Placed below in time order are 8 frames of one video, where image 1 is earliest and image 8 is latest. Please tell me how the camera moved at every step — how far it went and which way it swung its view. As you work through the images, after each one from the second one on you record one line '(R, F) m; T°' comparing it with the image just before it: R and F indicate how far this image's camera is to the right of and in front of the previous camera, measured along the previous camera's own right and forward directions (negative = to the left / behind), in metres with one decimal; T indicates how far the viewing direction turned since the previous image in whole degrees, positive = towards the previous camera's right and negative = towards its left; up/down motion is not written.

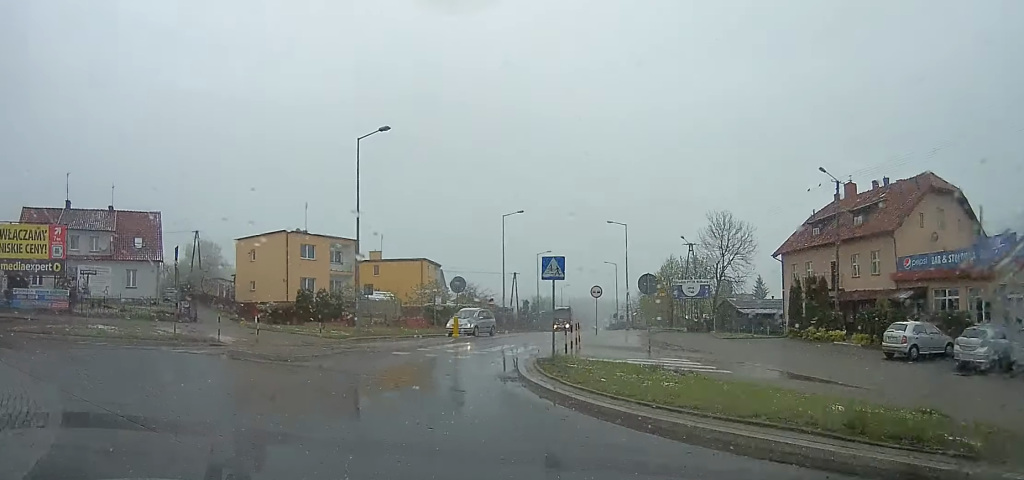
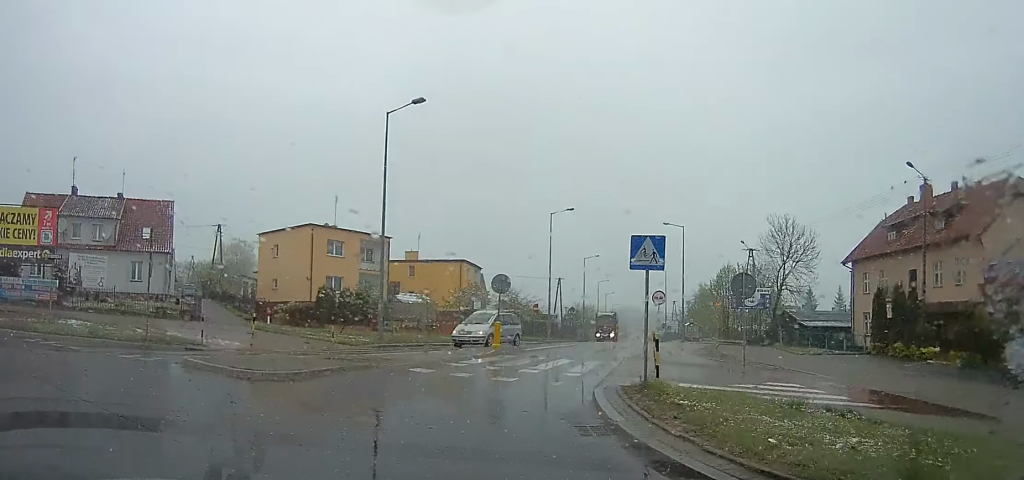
(-0.8, +4.1) m; -10°
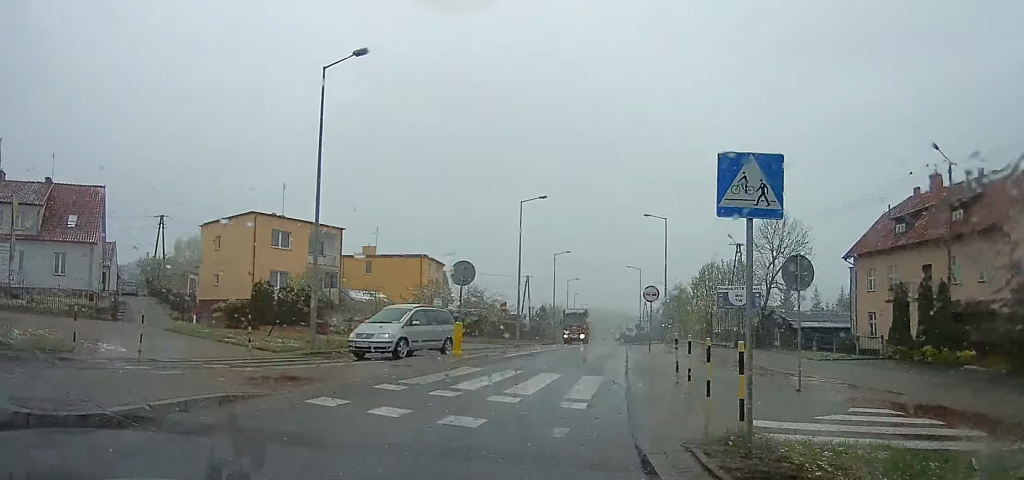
(0.0, +4.7) m; 0°
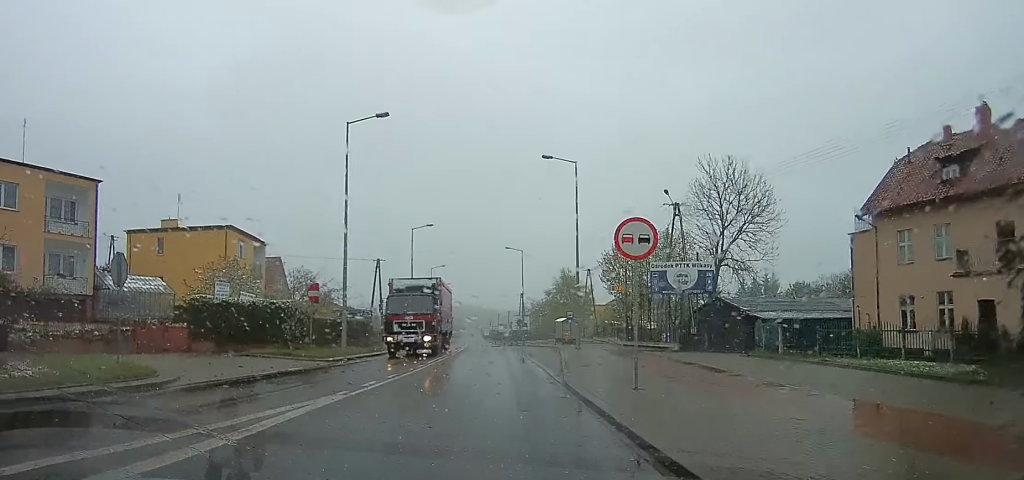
(+0.1, +15.4) m; +2°
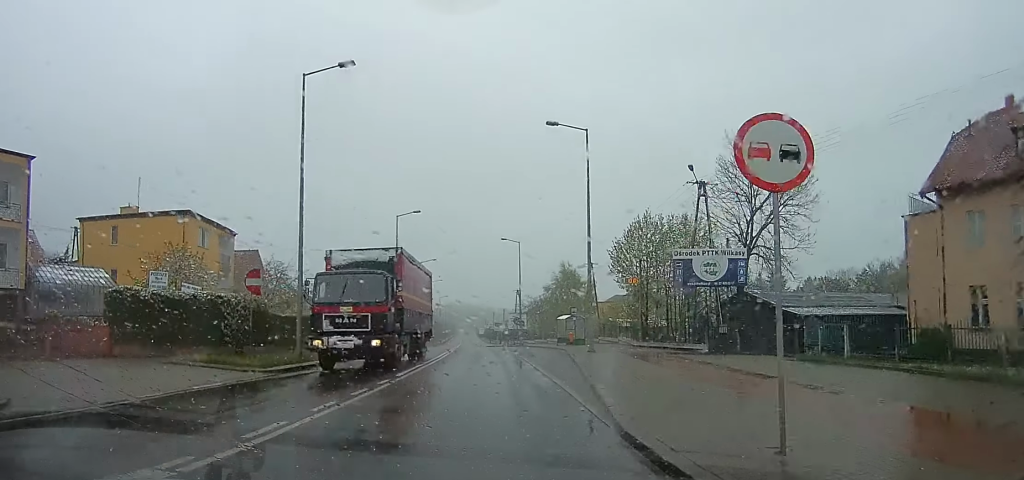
(+0.1, +5.3) m; +2°
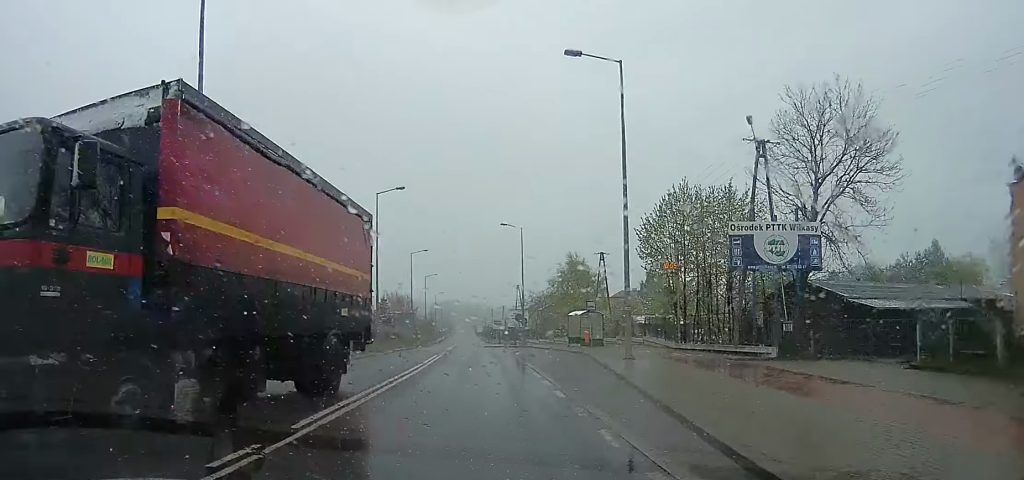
(-0.1, +7.0) m; +3°
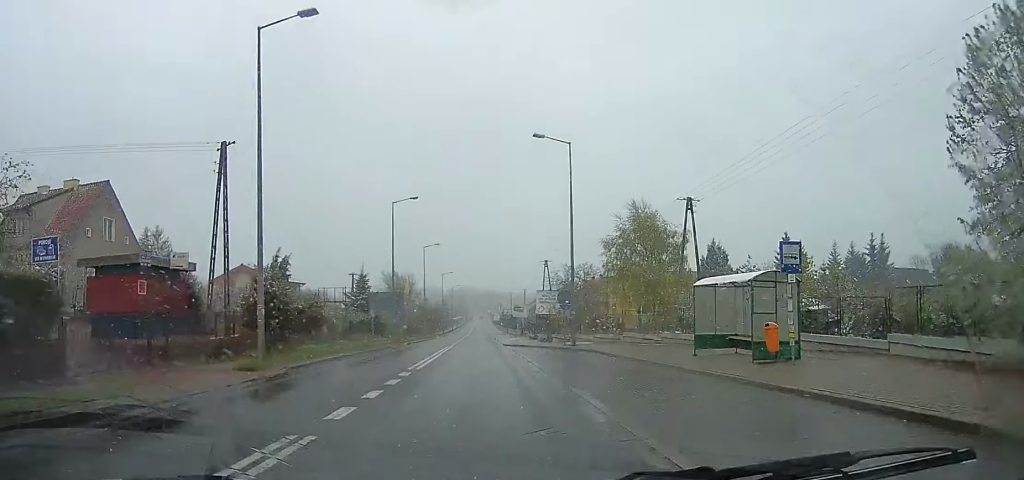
(+1.0, +21.1) m; 0°
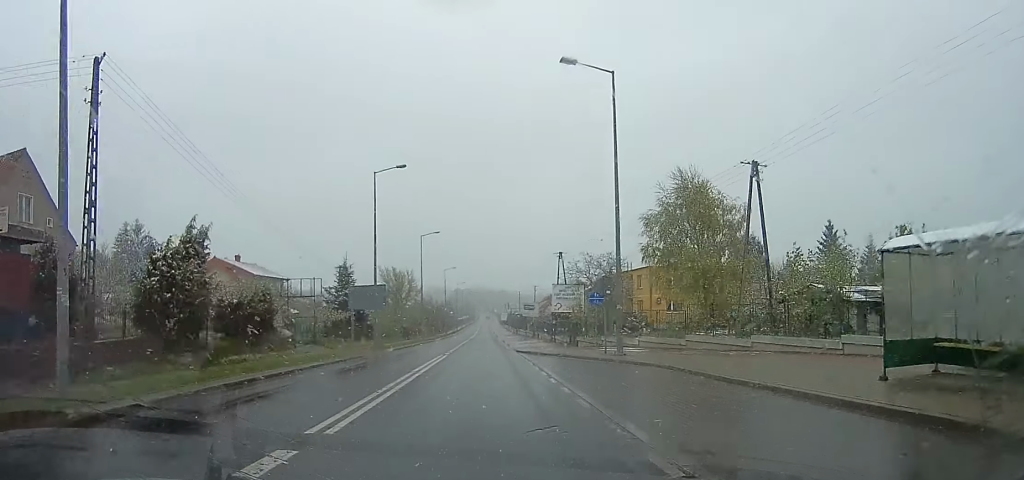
(-0.1, +8.8) m; -2°
